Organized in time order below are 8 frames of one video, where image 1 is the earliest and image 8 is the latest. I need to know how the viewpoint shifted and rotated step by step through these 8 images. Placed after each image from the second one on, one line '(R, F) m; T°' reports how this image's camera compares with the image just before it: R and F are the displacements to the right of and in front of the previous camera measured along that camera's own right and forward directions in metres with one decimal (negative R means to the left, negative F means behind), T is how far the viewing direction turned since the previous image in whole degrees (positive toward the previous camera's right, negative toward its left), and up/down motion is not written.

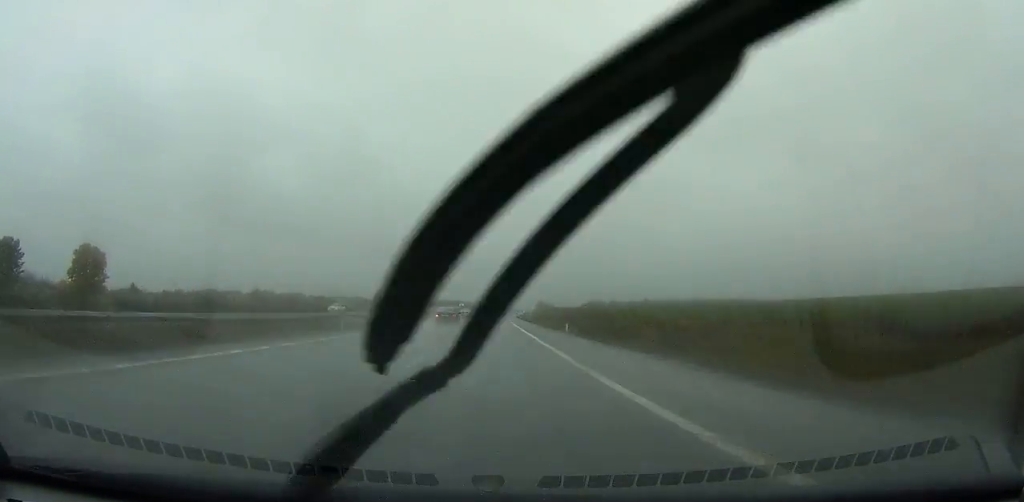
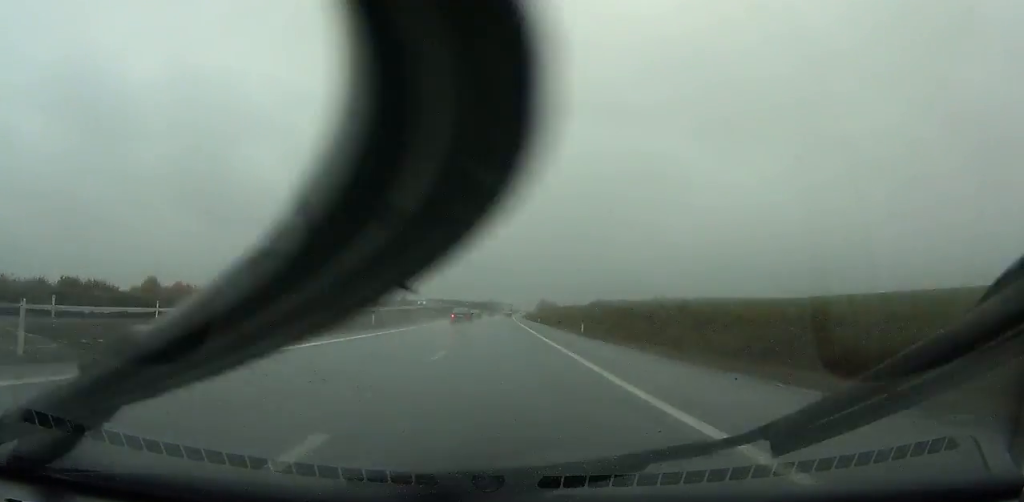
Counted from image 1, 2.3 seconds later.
(+0.5, +57.5) m; +1°
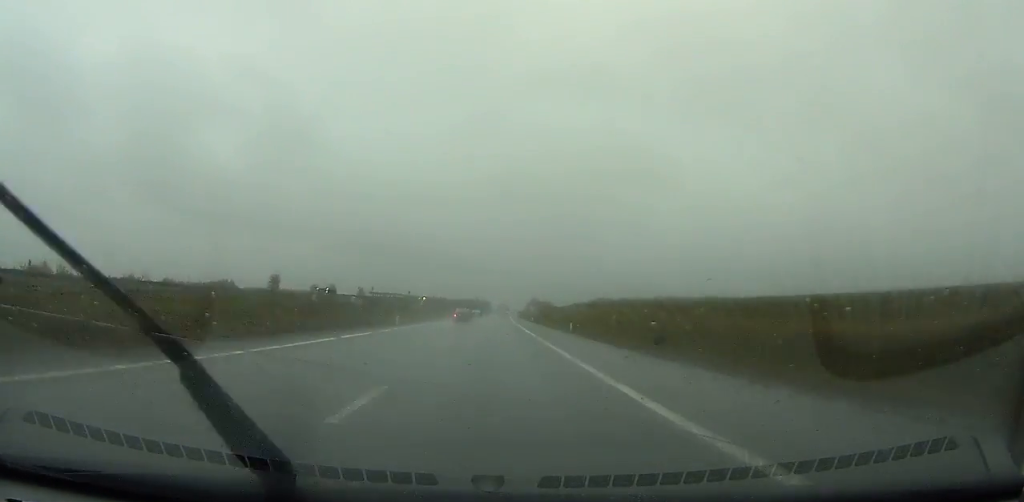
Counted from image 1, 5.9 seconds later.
(+0.8, +93.0) m; +1°
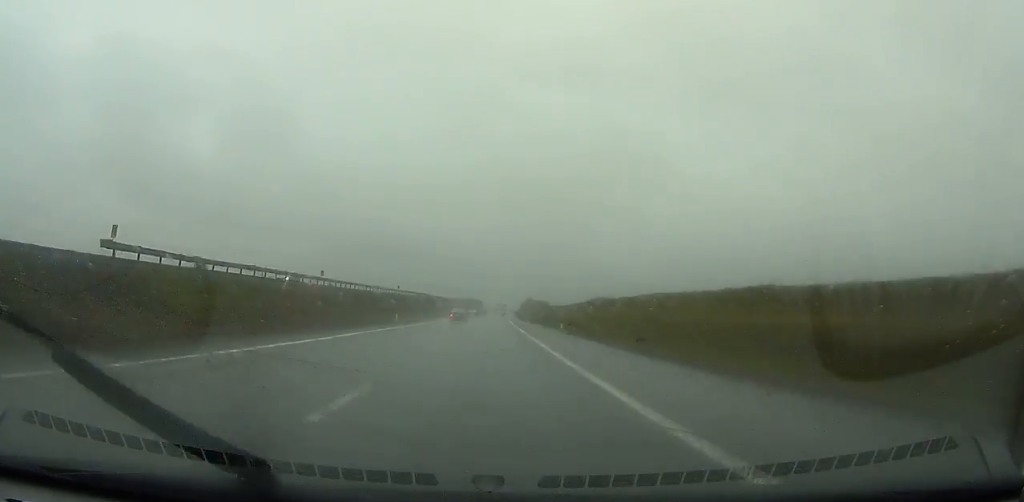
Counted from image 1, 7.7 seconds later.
(+0.2, +47.5) m; +1°
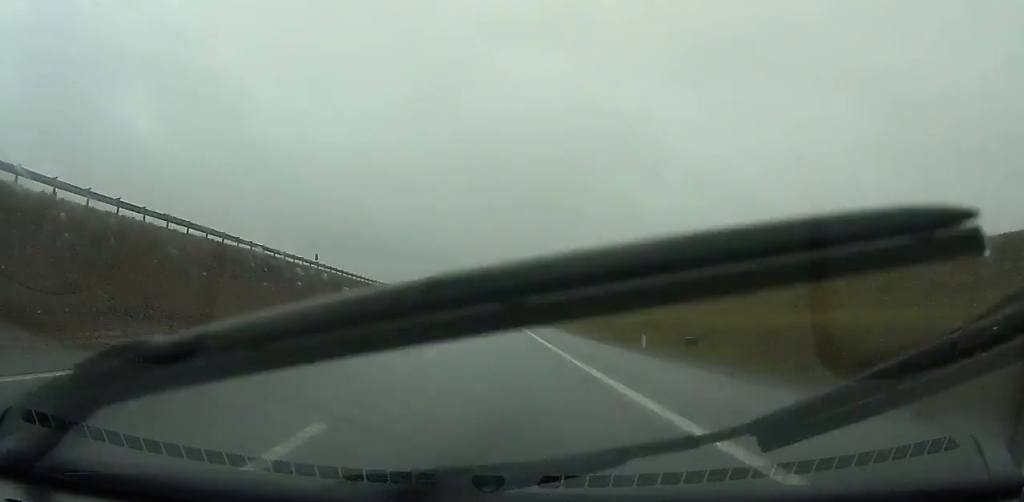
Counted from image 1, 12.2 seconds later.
(+1.5, +123.2) m; +1°
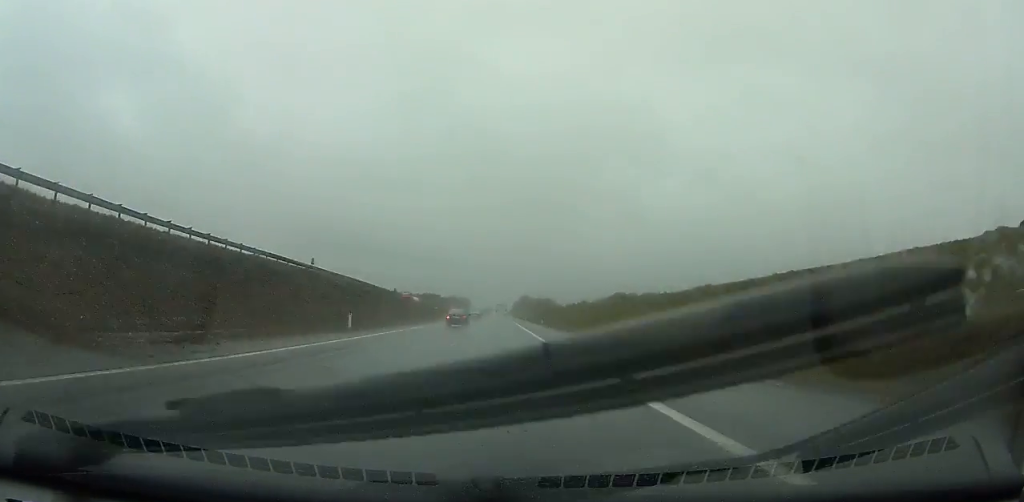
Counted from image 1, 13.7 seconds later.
(0.0, +41.6) m; 0°
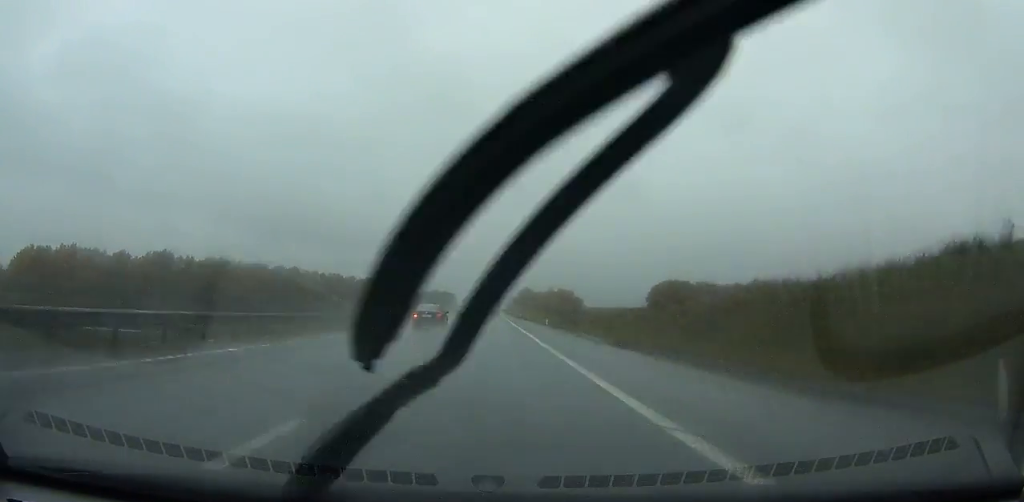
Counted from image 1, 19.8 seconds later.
(+1.4, +171.8) m; 0°
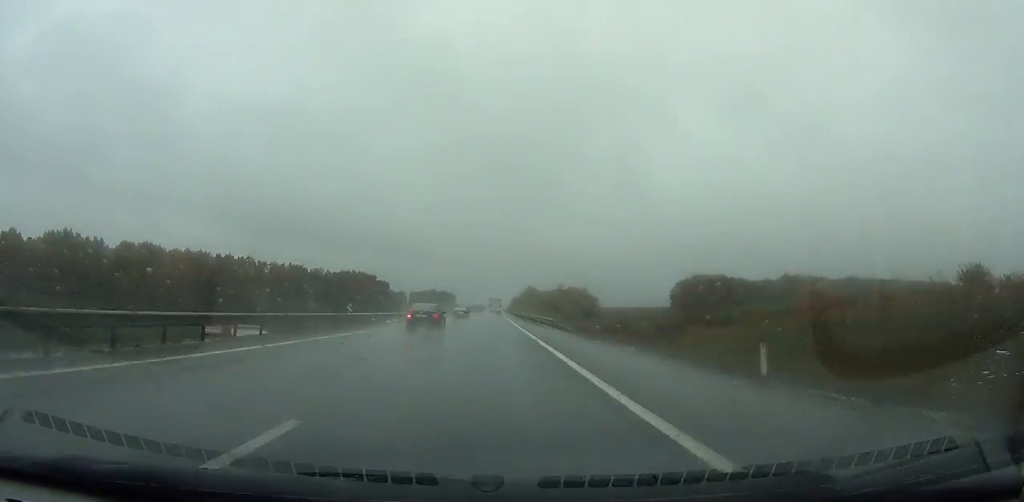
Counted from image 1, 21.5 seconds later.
(-0.2, +47.7) m; 0°
